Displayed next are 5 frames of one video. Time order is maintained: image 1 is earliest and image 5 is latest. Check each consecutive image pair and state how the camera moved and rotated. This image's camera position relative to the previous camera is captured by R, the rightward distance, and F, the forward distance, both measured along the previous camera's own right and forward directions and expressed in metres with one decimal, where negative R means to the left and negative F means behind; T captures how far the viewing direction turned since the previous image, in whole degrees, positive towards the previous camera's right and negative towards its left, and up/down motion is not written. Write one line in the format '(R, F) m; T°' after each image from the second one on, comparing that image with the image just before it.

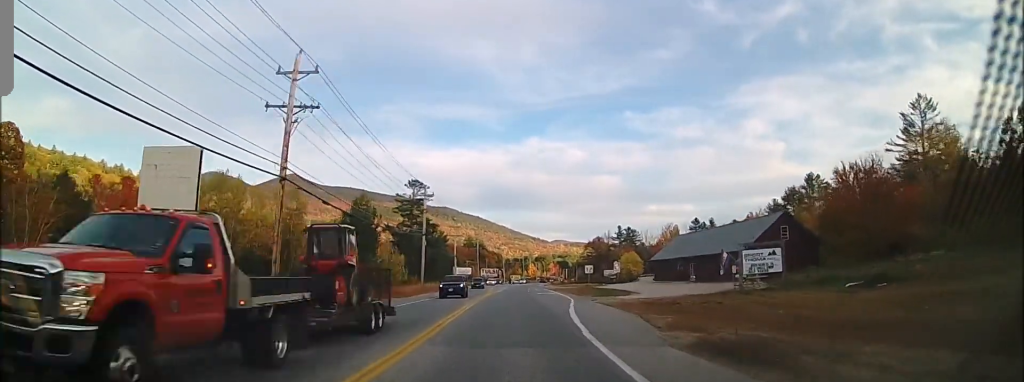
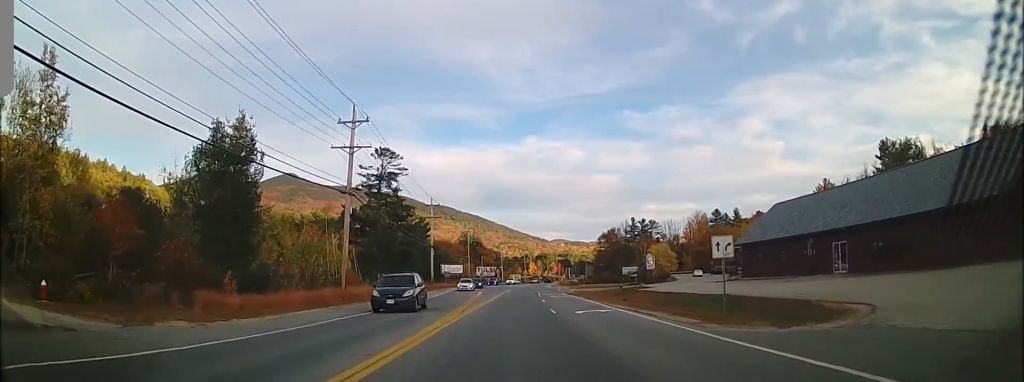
(+0.5, +34.7) m; +2°
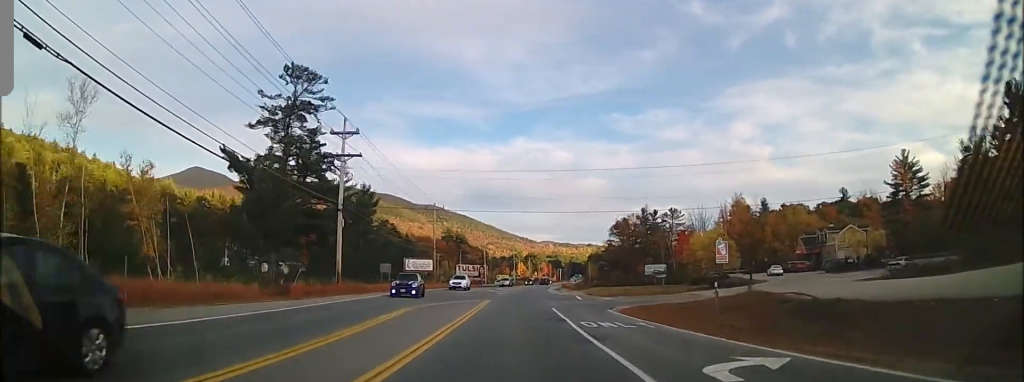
(-0.9, +41.9) m; -1°
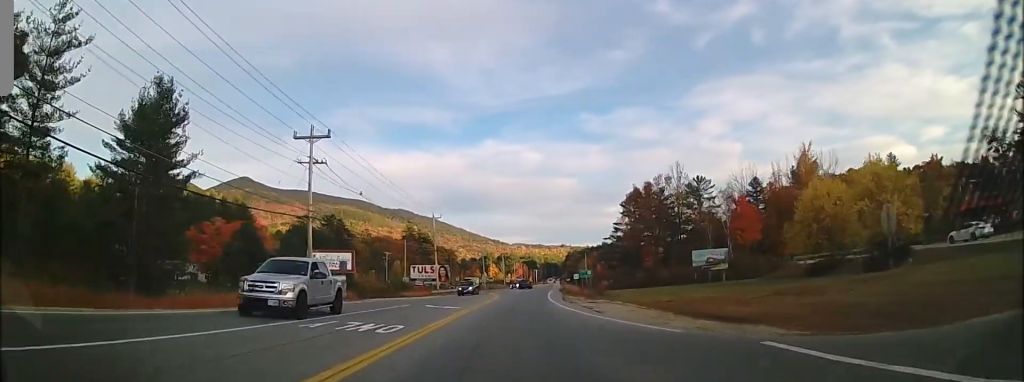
(+2.5, +48.2) m; +4°
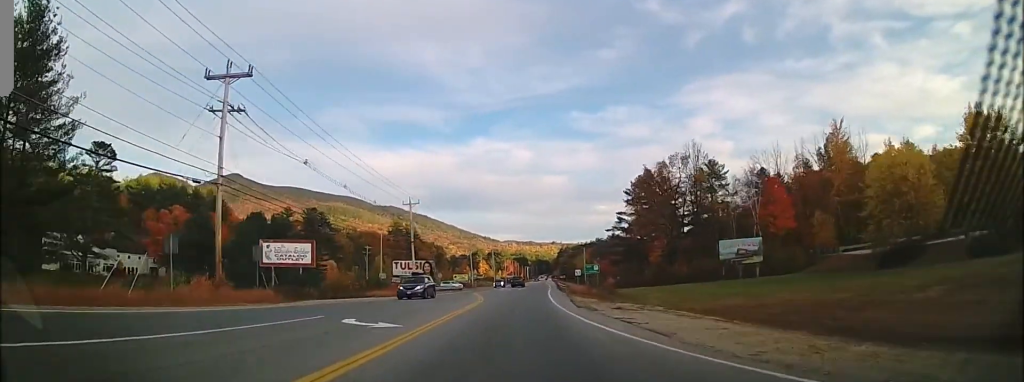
(-0.4, +13.7) m; 0°
